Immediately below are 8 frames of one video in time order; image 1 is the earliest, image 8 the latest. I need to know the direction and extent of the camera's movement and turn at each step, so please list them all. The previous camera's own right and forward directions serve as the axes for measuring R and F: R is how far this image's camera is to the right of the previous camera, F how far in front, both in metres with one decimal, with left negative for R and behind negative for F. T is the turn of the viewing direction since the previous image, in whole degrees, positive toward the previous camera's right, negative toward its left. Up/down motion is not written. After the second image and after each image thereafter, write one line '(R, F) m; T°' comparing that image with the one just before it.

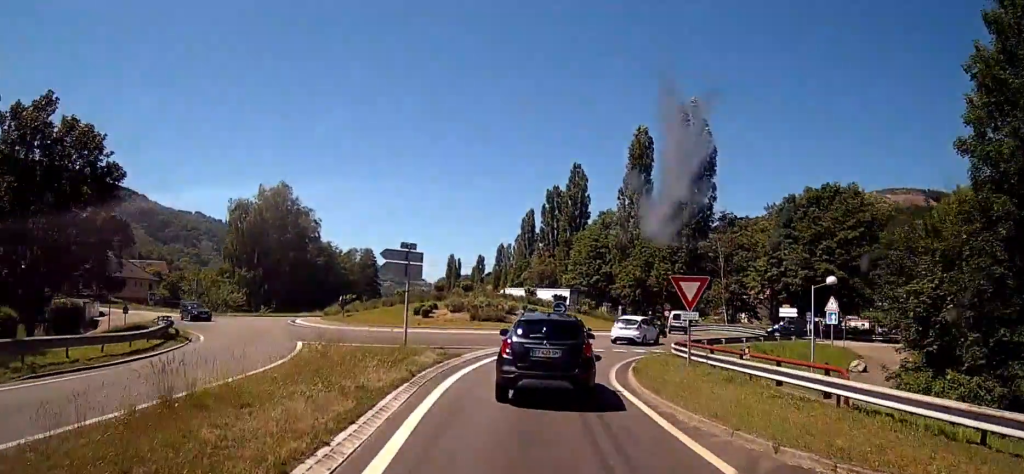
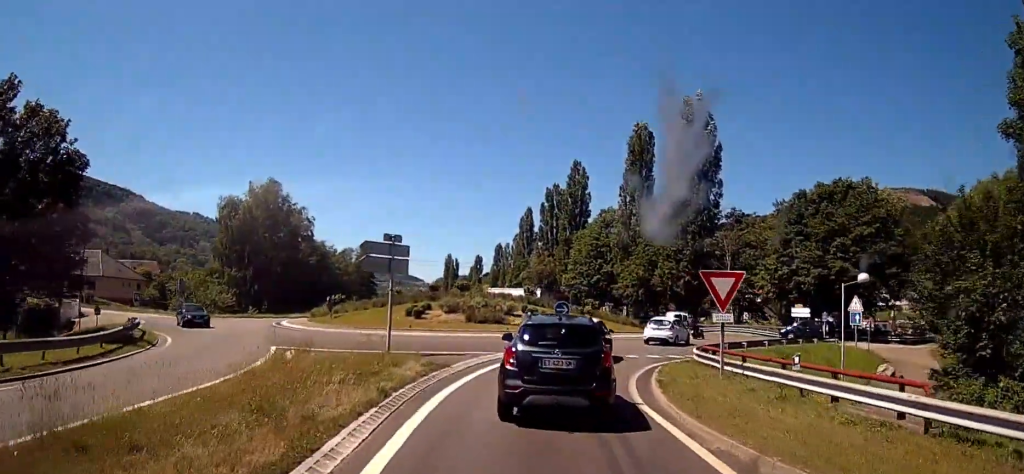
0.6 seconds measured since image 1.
(0.0, +3.3) m; +6°
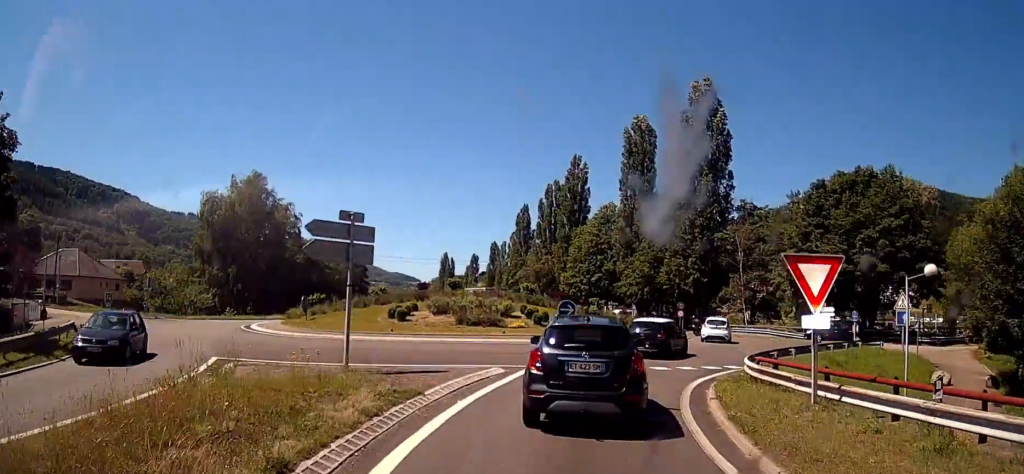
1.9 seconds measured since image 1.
(+0.8, +5.0) m; +6°
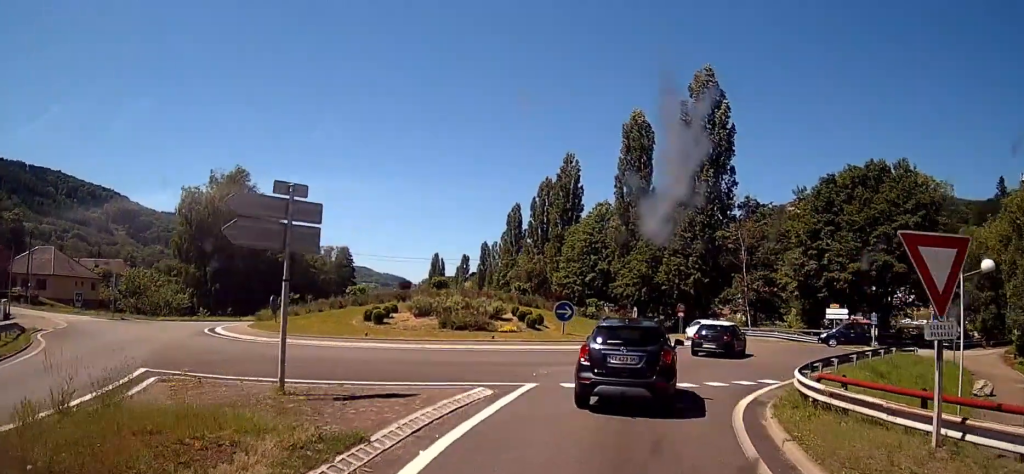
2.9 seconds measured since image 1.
(-0.1, +3.4) m; -1°
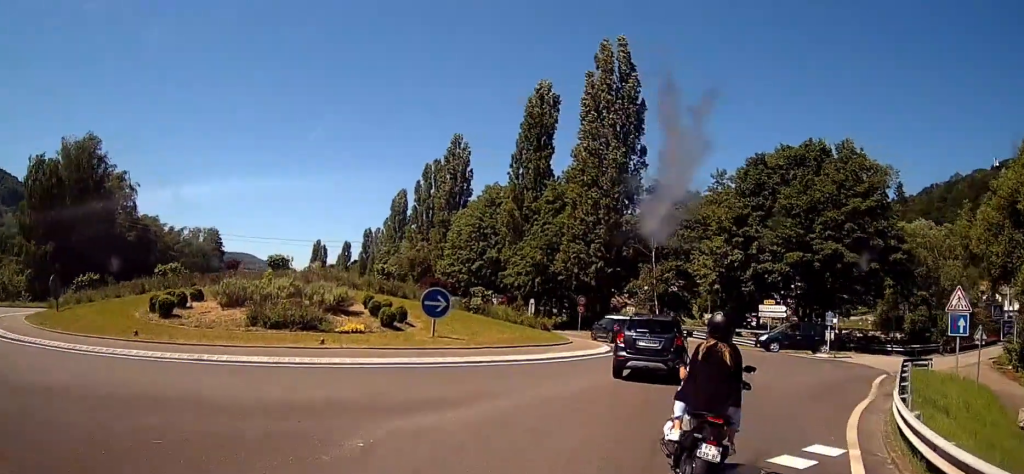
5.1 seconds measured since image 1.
(0.0, +8.3) m; +2°
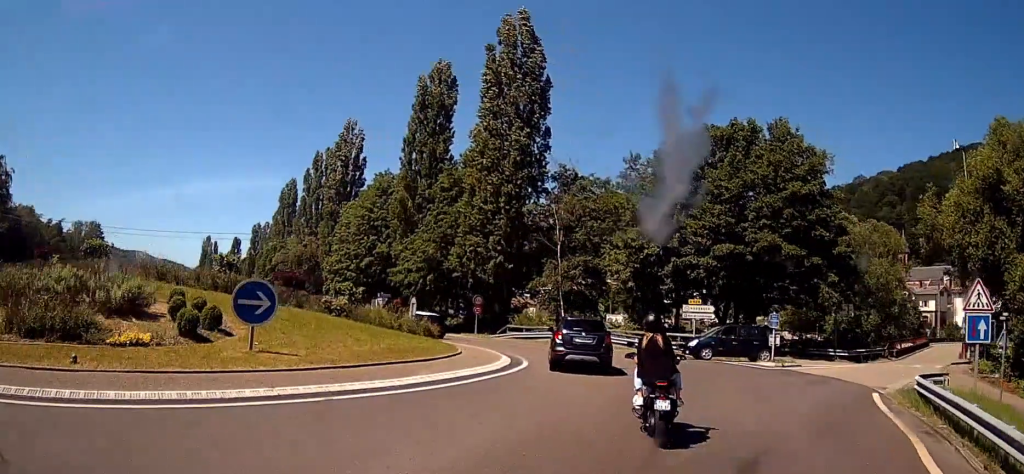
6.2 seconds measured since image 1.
(+0.4, +5.4) m; +12°
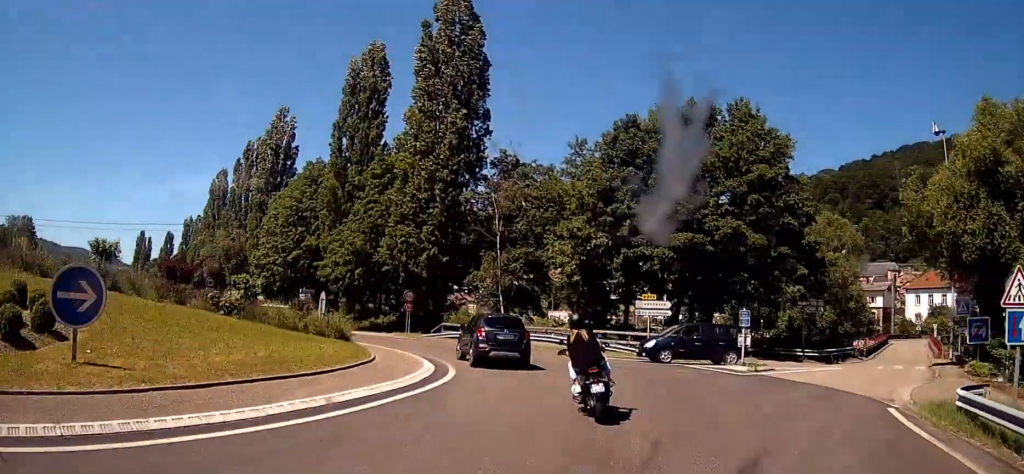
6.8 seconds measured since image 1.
(+0.3, +3.5) m; +4°
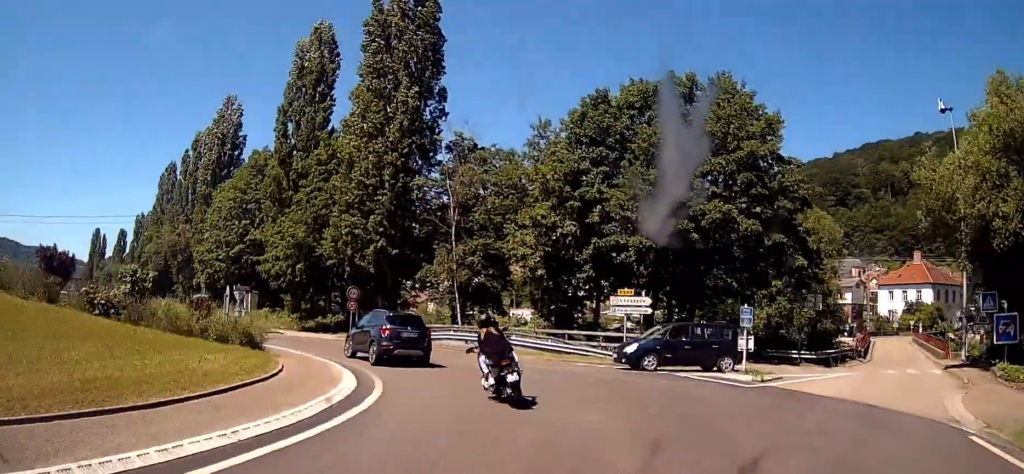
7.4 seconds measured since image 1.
(+0.3, +3.7) m; +1°
